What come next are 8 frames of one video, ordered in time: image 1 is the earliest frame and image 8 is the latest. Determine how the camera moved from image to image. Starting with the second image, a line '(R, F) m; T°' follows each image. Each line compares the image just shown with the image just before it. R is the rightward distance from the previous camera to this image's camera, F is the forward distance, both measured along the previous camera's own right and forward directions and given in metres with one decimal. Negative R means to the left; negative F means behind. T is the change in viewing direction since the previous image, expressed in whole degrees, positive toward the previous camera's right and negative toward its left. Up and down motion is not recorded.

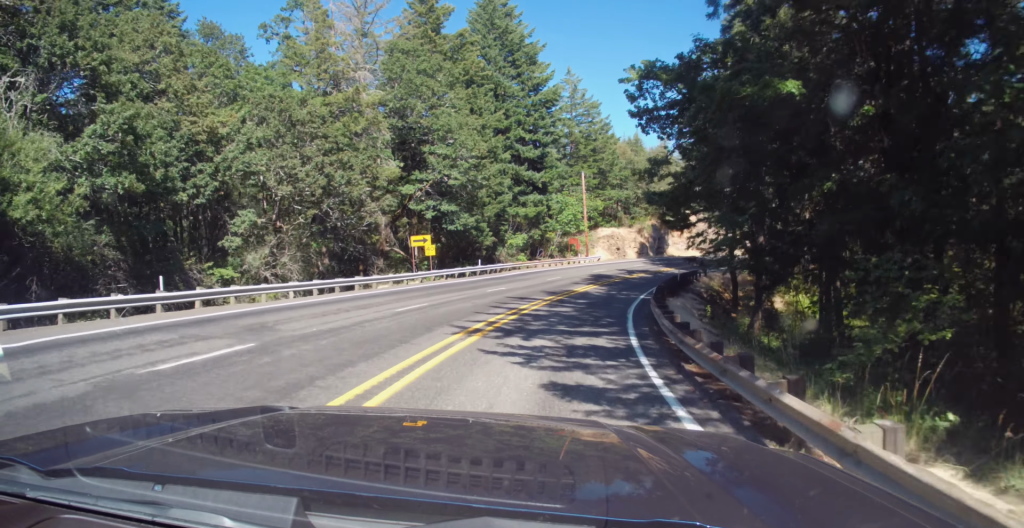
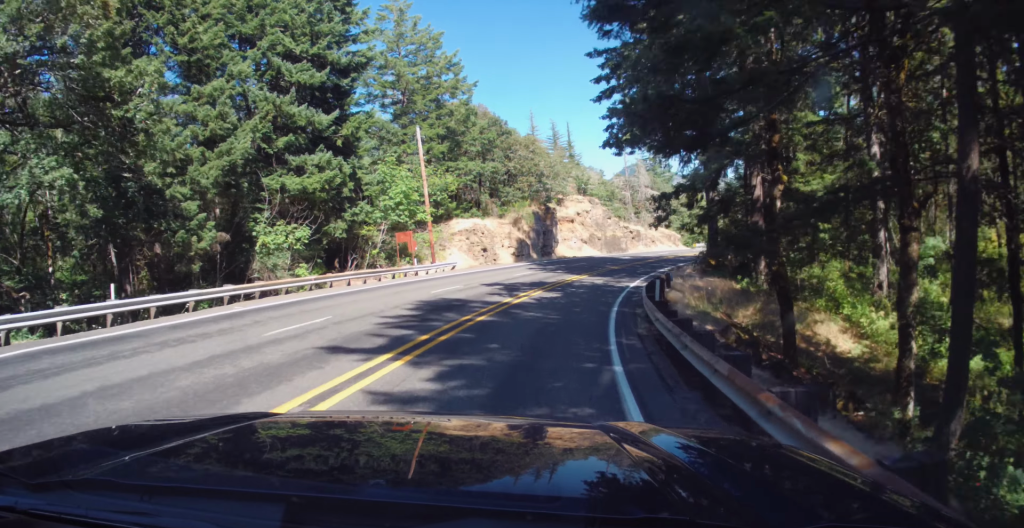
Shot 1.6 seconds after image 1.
(+2.3, +30.2) m; +10°
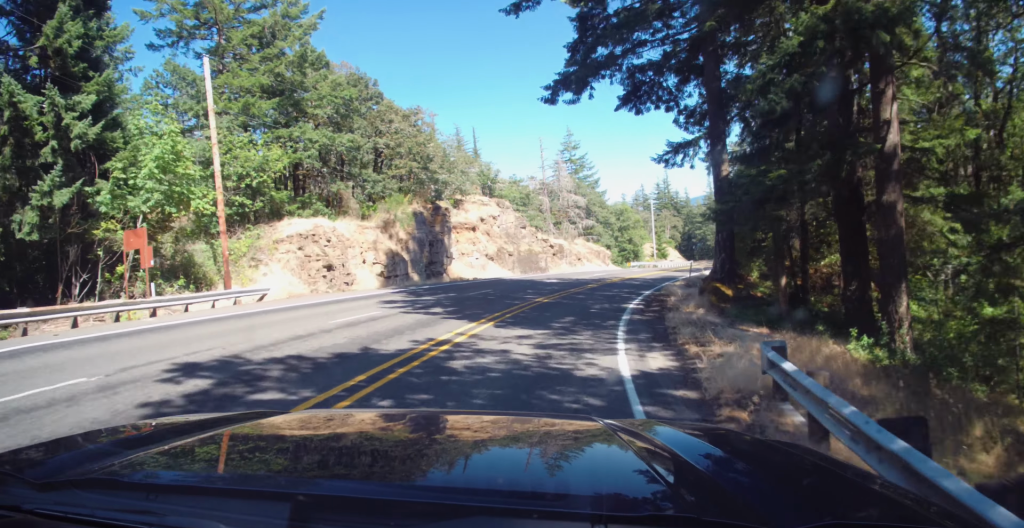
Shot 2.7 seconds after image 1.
(+1.5, +20.2) m; +8°
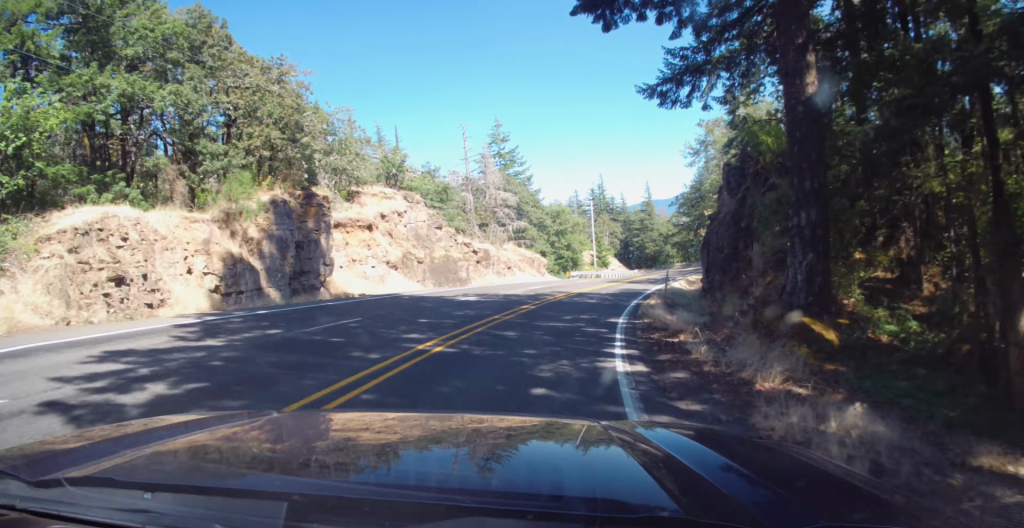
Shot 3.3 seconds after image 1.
(+0.6, +12.4) m; +4°
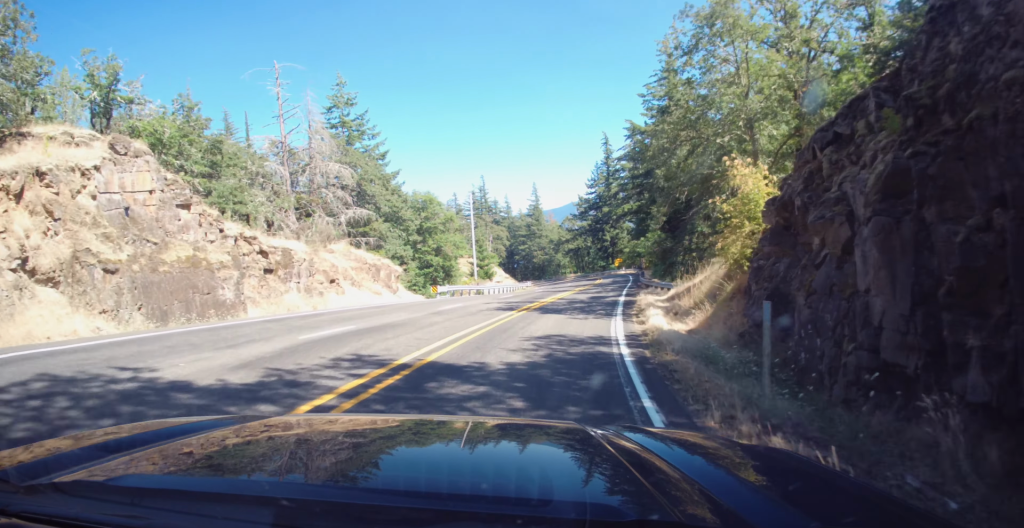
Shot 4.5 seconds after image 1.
(+1.5, +23.3) m; +10°
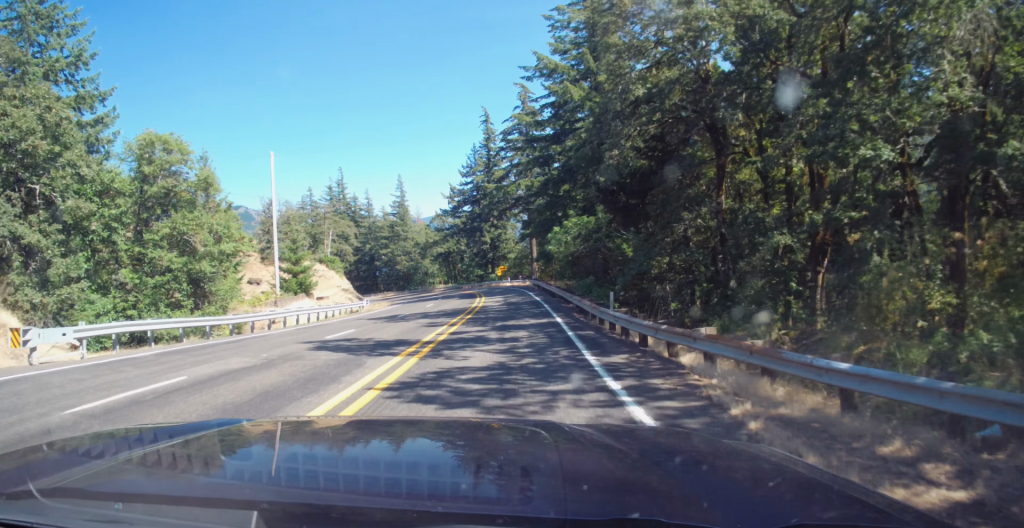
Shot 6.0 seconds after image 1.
(+4.0, +29.8) m; +10°
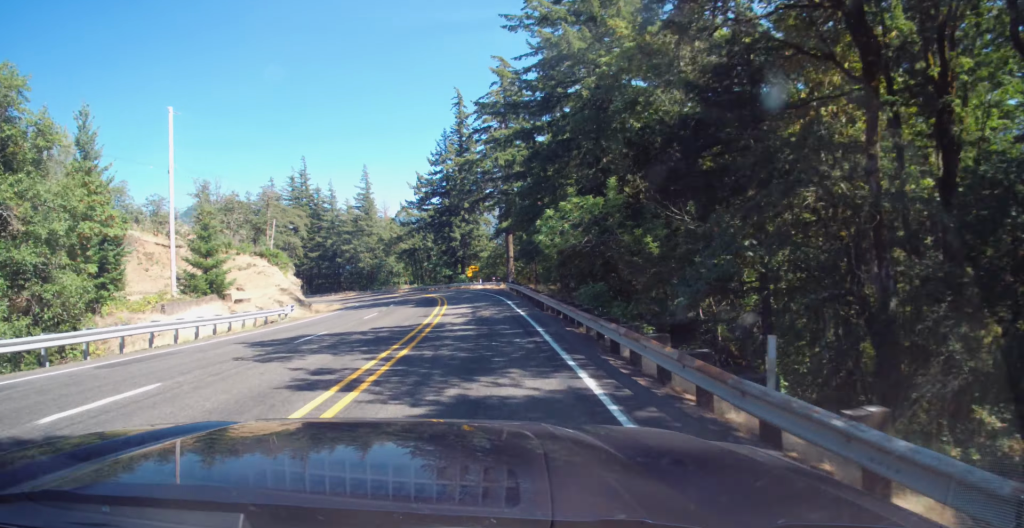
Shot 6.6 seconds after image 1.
(+0.2, +12.2) m; +1°
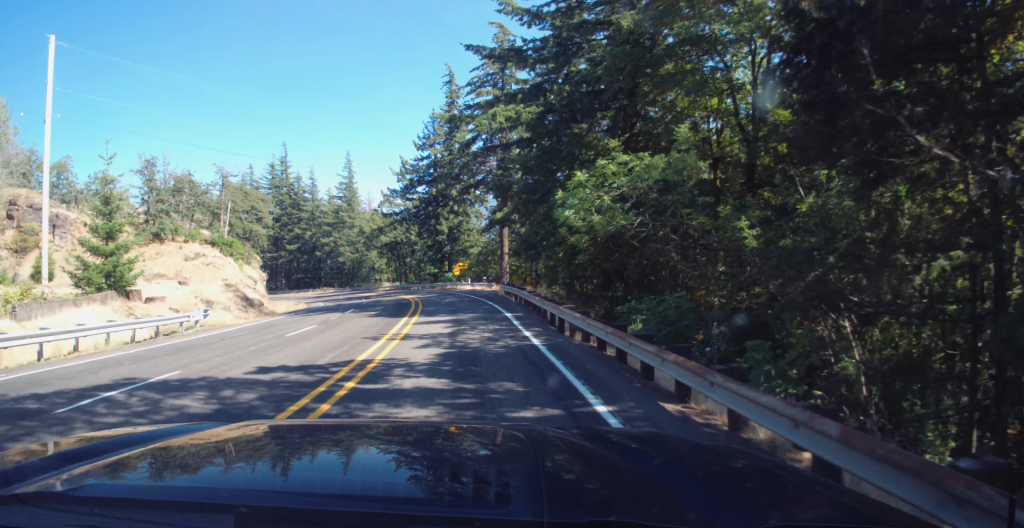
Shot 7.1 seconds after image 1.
(-0.1, +11.0) m; +1°
